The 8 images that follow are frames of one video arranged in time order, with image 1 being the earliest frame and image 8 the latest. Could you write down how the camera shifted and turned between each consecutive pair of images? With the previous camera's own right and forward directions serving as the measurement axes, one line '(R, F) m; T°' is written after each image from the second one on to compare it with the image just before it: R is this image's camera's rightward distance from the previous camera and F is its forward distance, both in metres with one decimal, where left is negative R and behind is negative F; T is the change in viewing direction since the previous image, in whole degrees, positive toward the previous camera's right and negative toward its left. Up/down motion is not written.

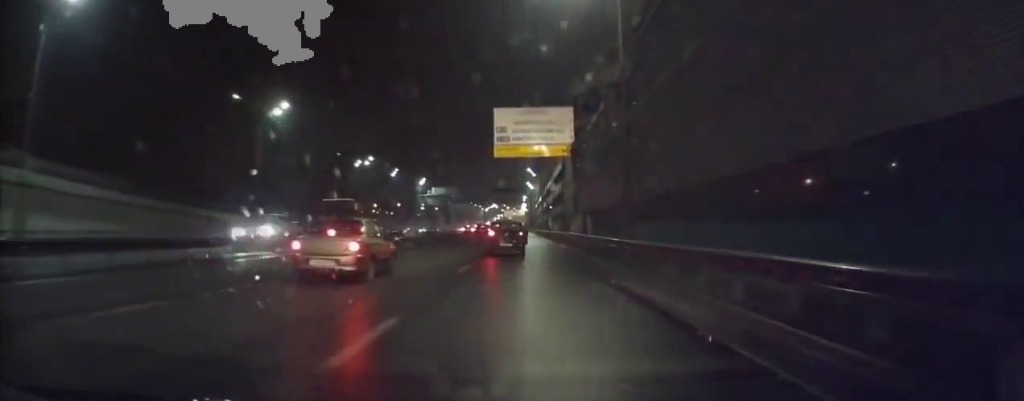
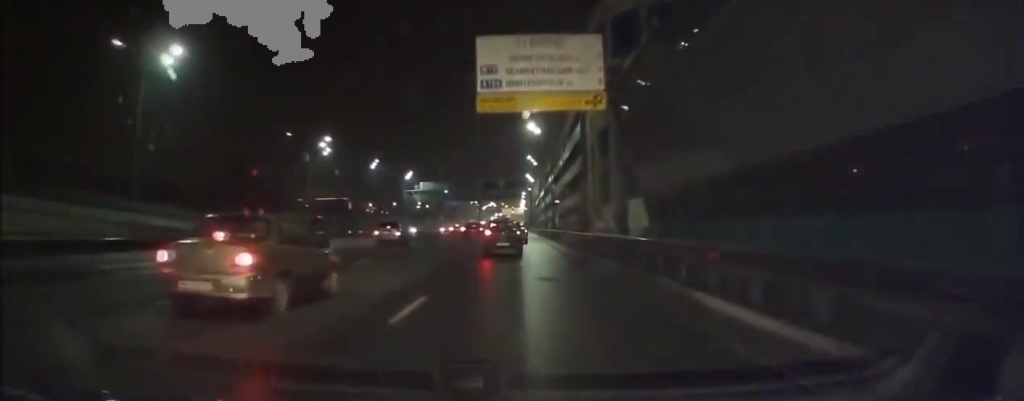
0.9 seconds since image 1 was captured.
(-0.2, +21.8) m; 0°
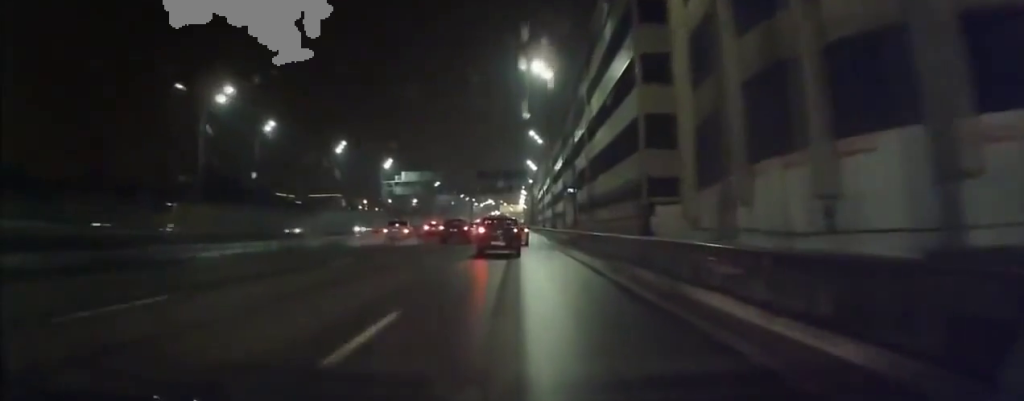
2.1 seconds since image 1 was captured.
(+0.1, +27.7) m; +1°
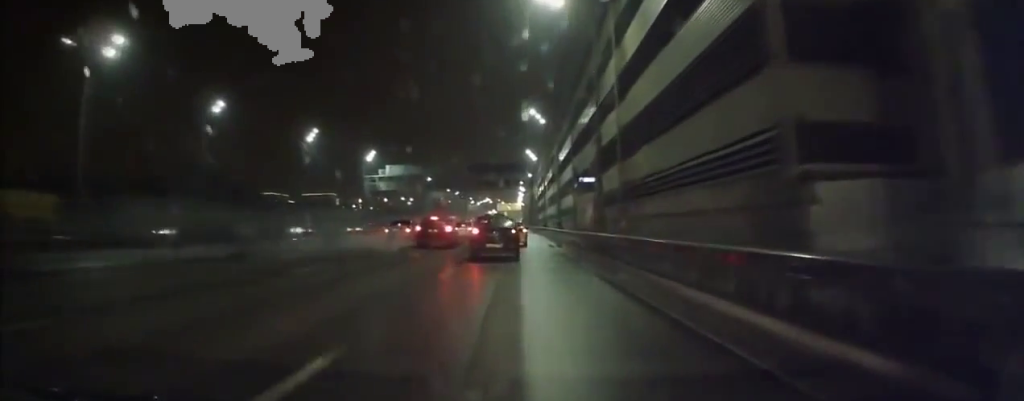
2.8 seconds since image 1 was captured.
(+0.1, +17.0) m; 0°
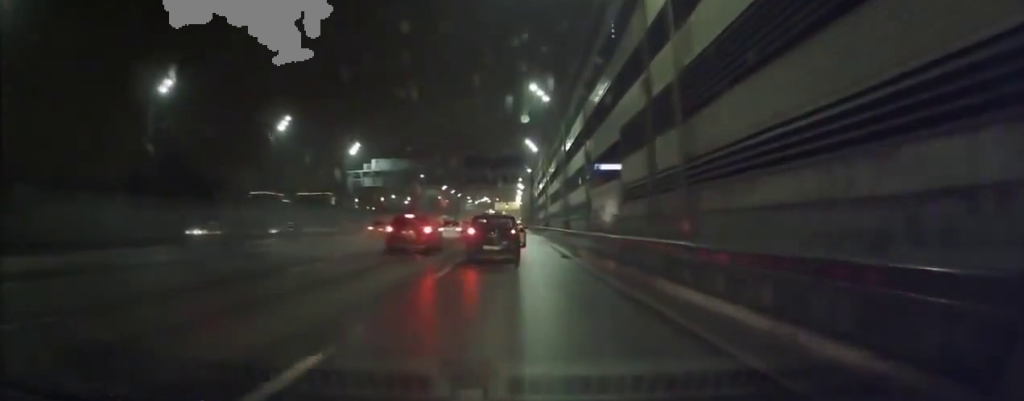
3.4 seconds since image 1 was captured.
(0.0, +14.5) m; 0°
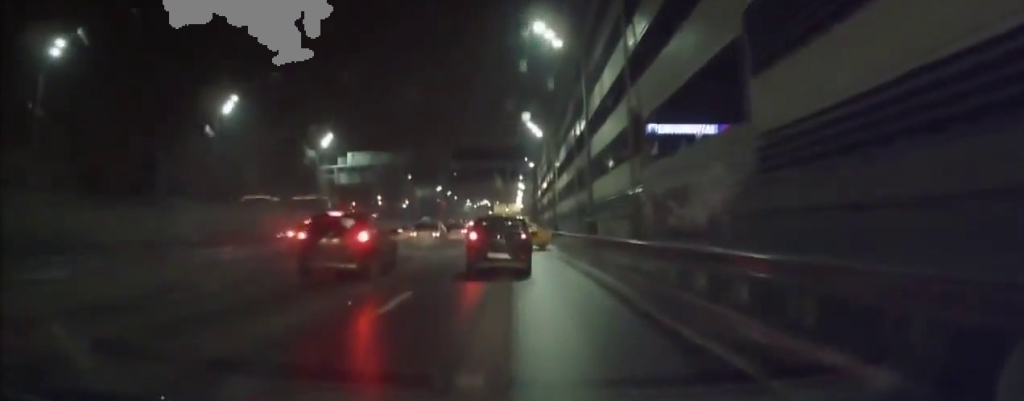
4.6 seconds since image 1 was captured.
(-0.1, +24.7) m; -1°
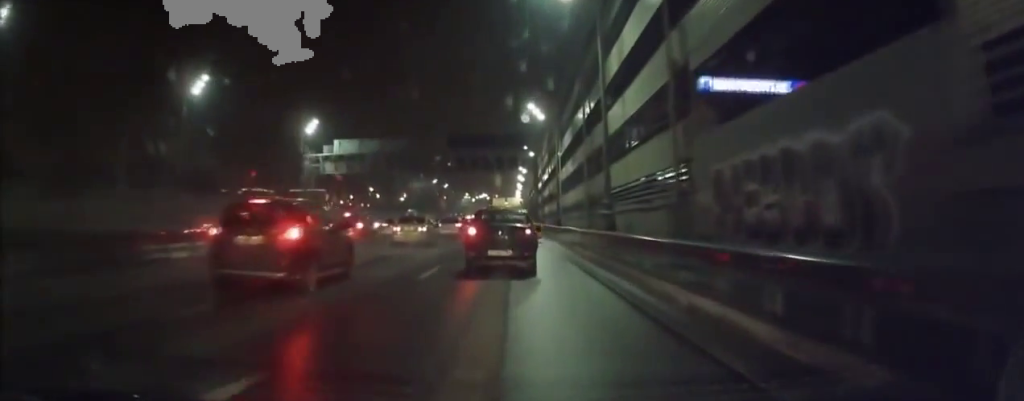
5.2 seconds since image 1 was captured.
(-0.2, +12.1) m; 0°
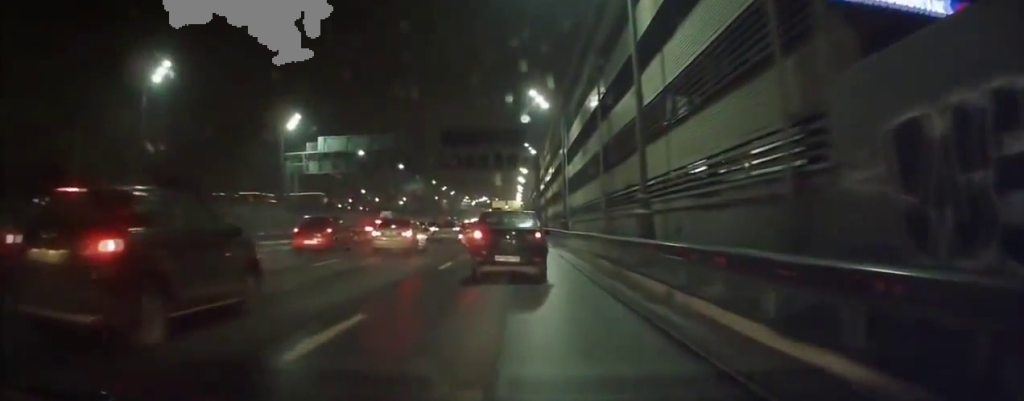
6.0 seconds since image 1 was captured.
(0.0, +16.1) m; 0°
